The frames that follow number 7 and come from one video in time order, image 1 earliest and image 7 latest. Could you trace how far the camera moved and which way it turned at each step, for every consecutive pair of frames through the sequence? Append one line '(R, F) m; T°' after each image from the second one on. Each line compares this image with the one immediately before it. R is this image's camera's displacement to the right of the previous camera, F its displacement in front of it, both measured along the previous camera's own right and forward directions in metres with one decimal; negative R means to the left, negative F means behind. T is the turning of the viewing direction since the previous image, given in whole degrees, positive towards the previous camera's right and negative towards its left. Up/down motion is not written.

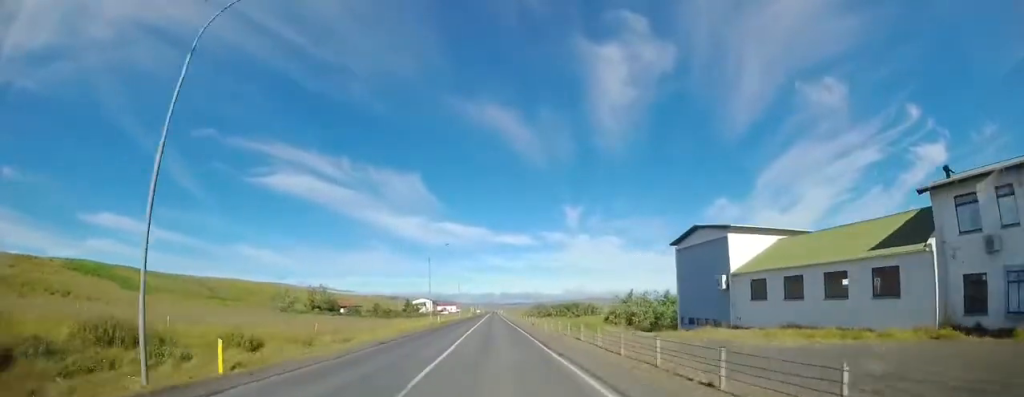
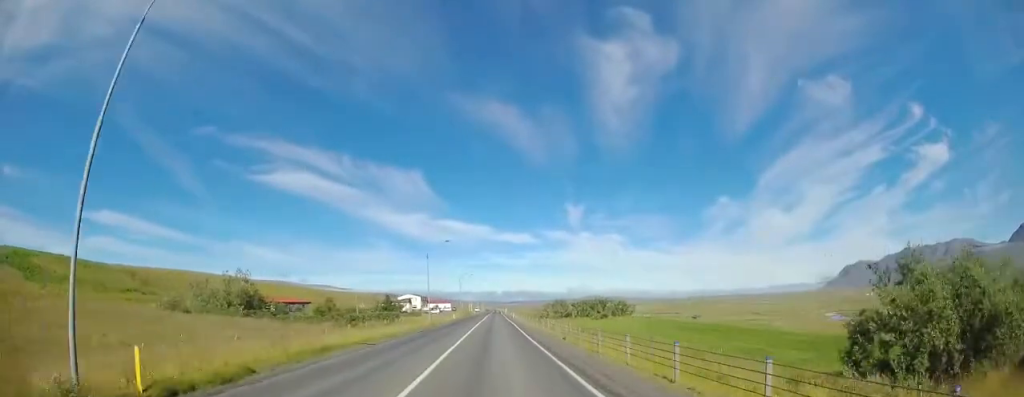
(-0.6, +37.5) m; 0°
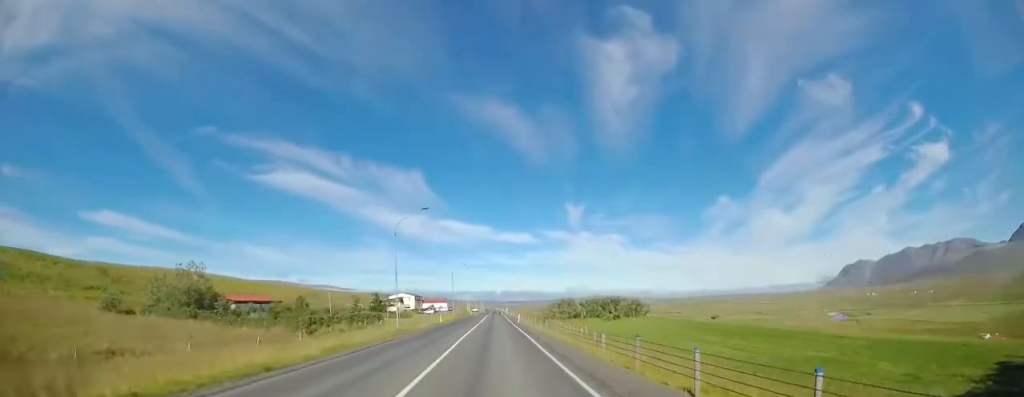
(+0.1, +13.2) m; 0°
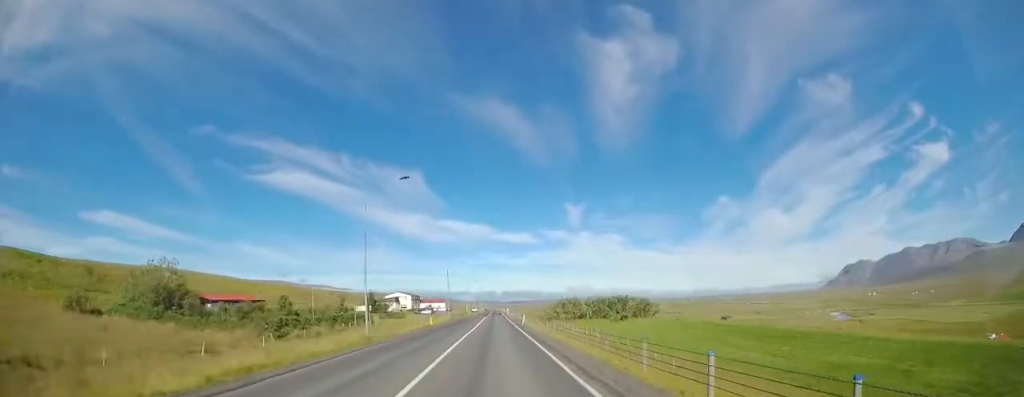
(0.0, +6.7) m; 0°
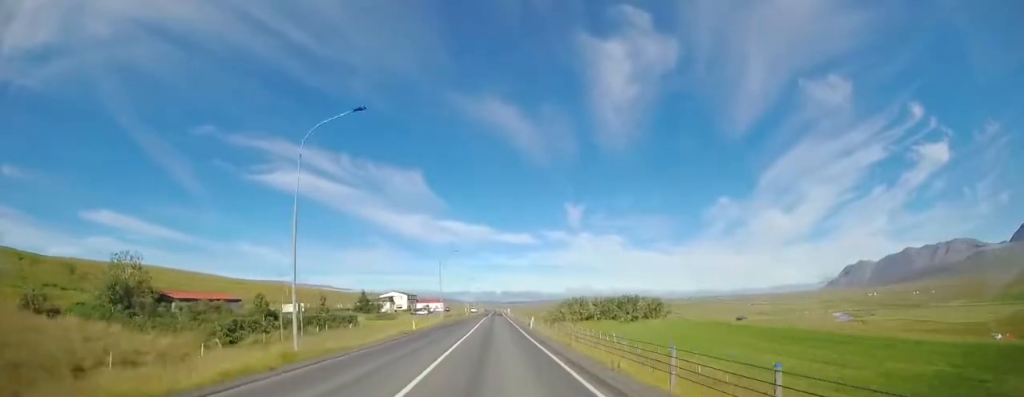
(0.0, +7.8) m; 0°
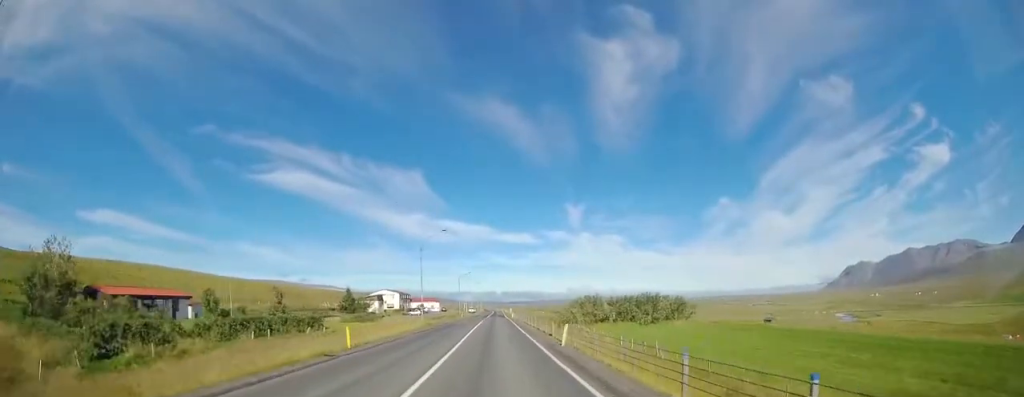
(0.0, +12.8) m; -1°
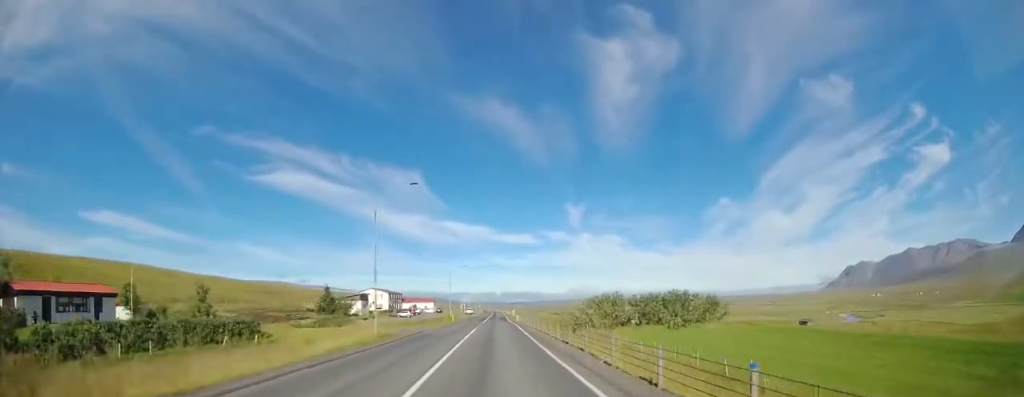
(-0.2, +13.8) m; 0°
